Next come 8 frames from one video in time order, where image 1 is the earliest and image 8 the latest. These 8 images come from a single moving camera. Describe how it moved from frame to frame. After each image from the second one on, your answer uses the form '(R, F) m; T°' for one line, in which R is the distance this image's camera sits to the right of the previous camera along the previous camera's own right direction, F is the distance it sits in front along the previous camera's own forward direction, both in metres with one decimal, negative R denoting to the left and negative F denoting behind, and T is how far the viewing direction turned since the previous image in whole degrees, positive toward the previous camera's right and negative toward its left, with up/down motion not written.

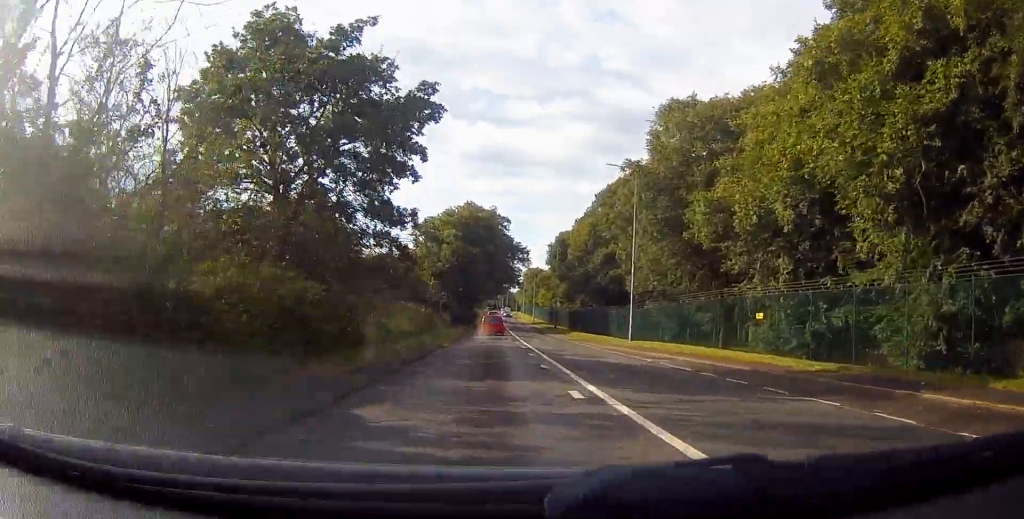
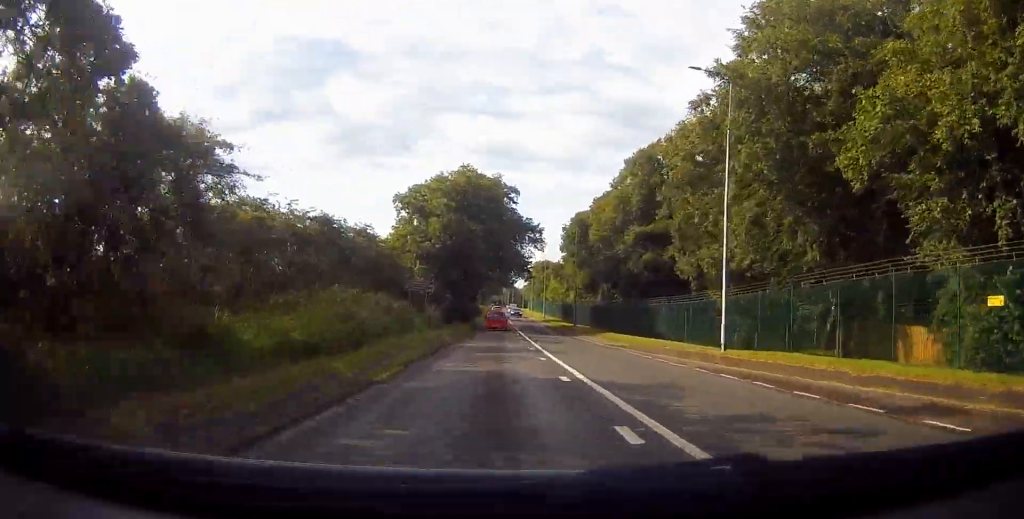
(-0.1, +15.1) m; 0°
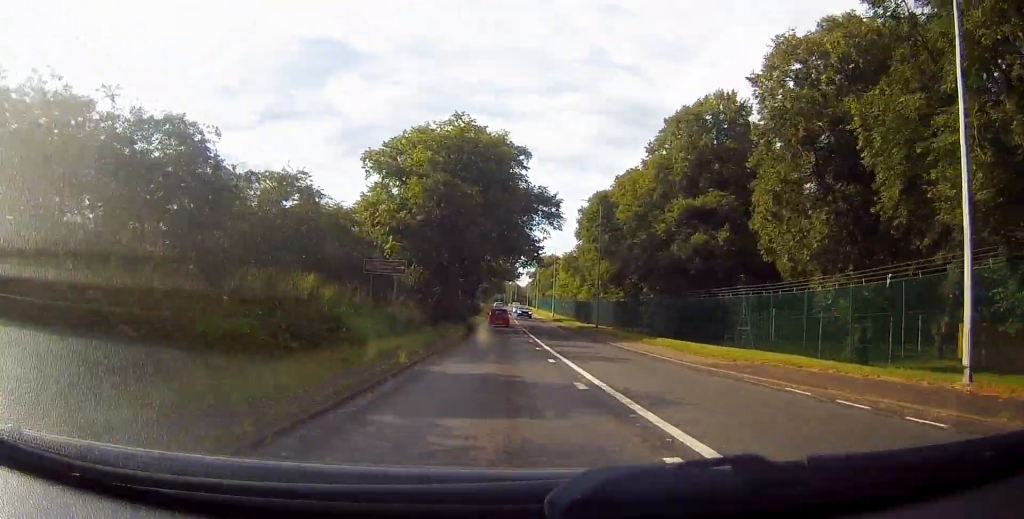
(0.0, +13.3) m; 0°
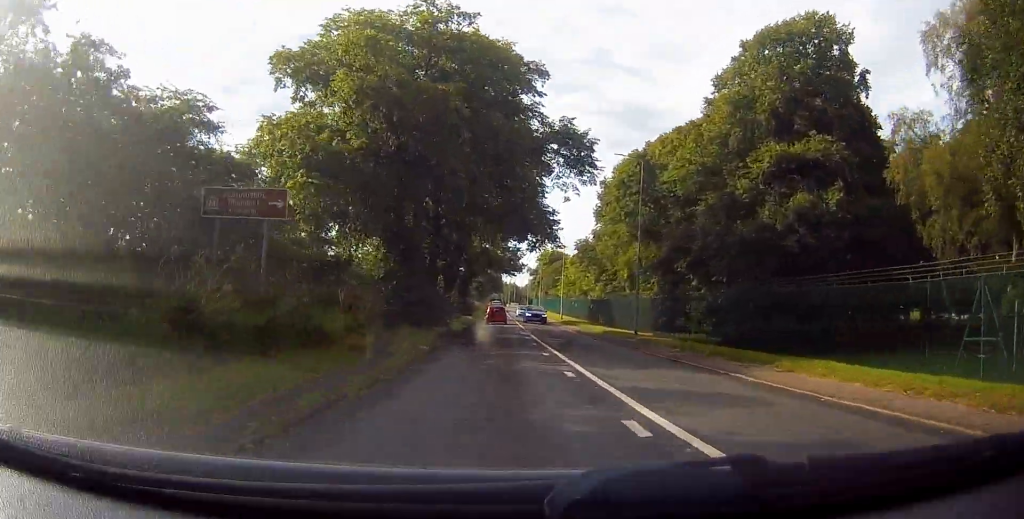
(+0.1, +15.7) m; -1°
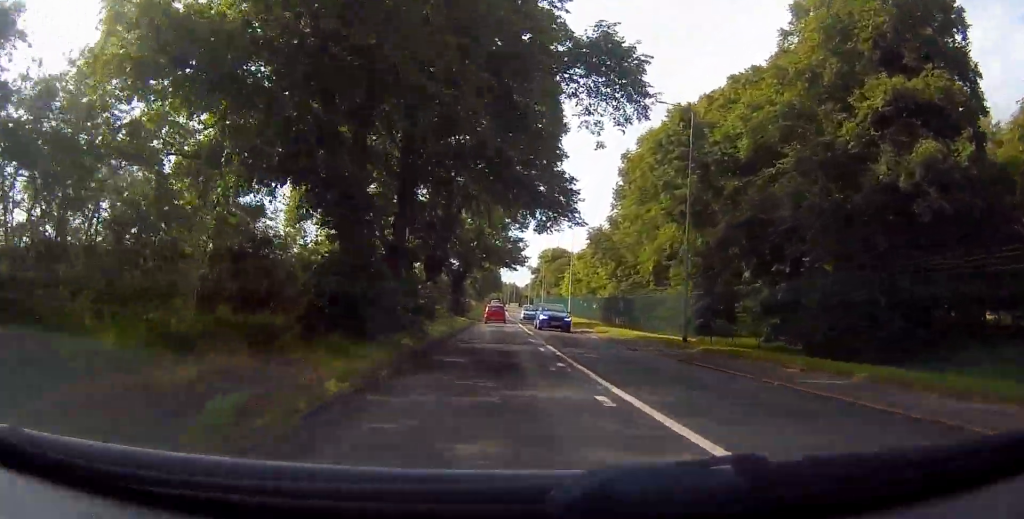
(-0.2, +9.9) m; 0°
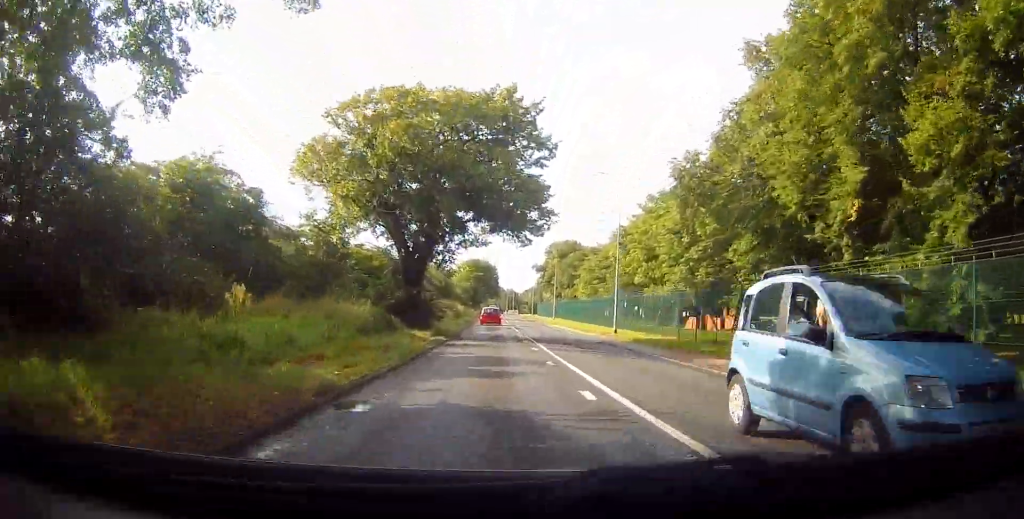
(+0.4, +28.5) m; +2°
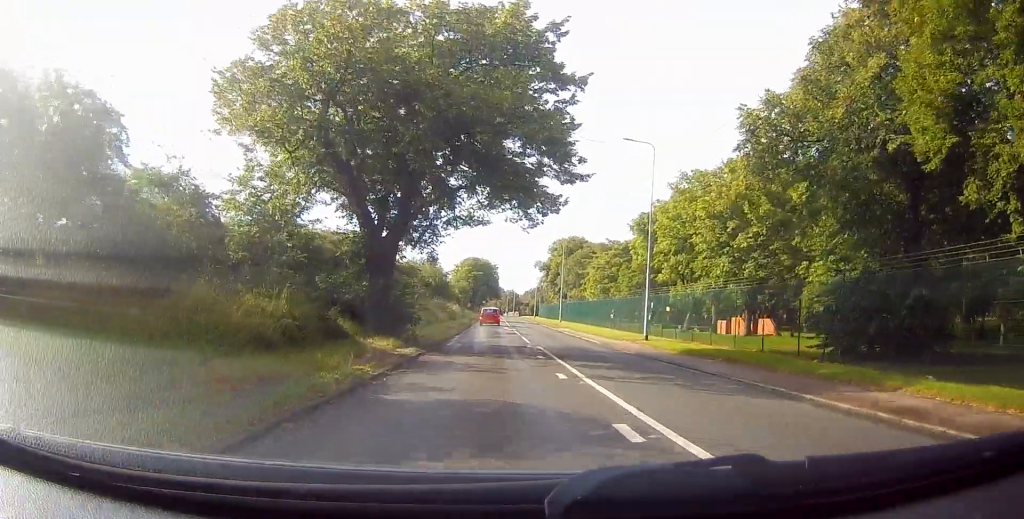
(+0.2, +8.7) m; 0°
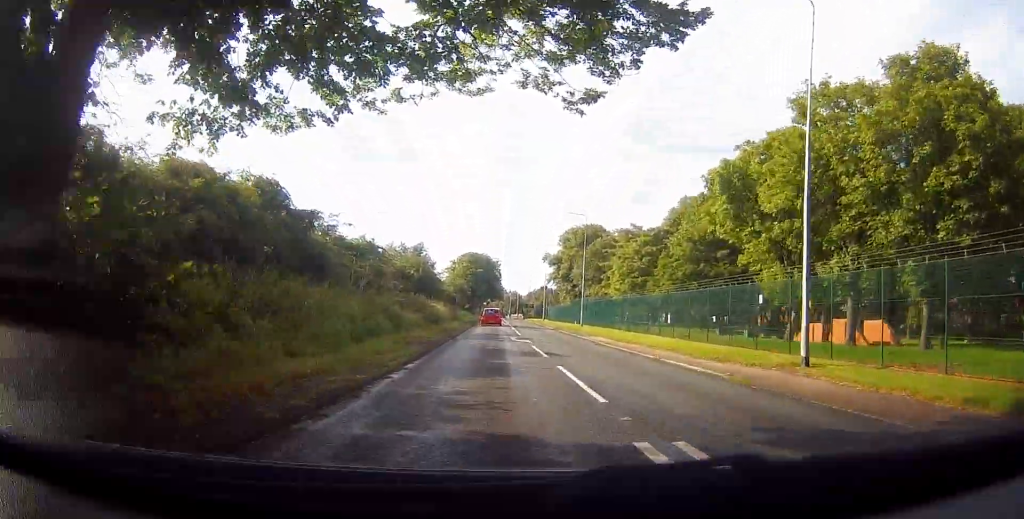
(-0.1, +17.5) m; -1°
